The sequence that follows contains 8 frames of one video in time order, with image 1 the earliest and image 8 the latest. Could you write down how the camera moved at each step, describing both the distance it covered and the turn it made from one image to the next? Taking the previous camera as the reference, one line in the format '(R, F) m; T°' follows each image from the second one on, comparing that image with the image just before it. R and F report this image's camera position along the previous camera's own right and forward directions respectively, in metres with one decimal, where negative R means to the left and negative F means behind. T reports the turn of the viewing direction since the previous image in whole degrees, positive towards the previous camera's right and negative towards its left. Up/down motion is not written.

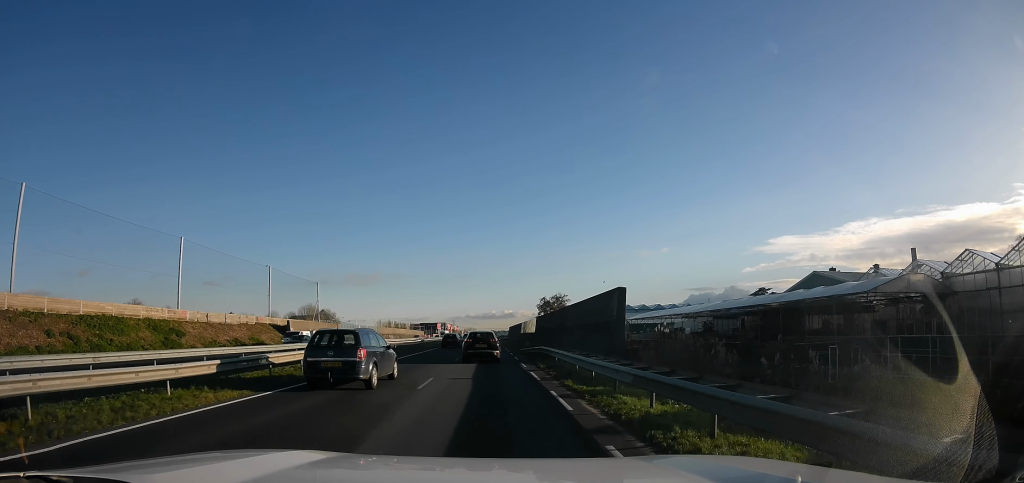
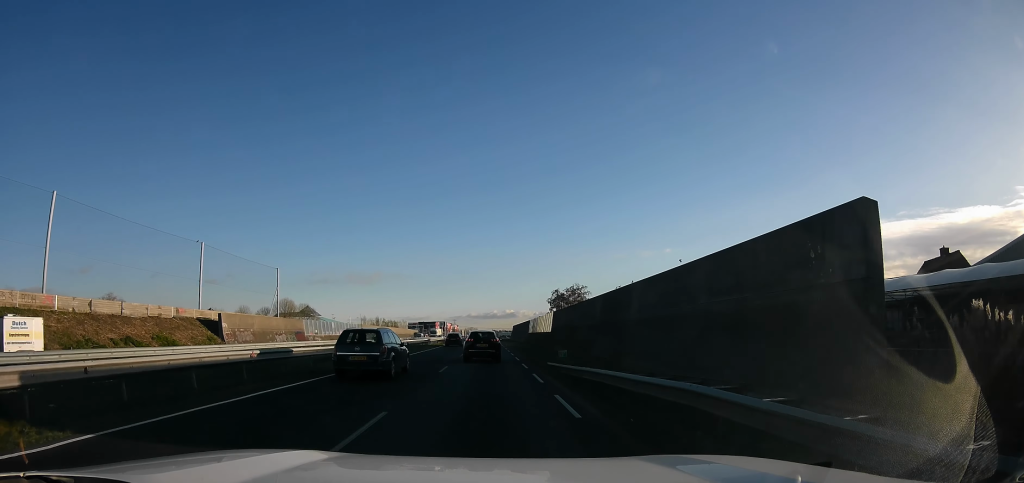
(-0.1, +18.7) m; -1°
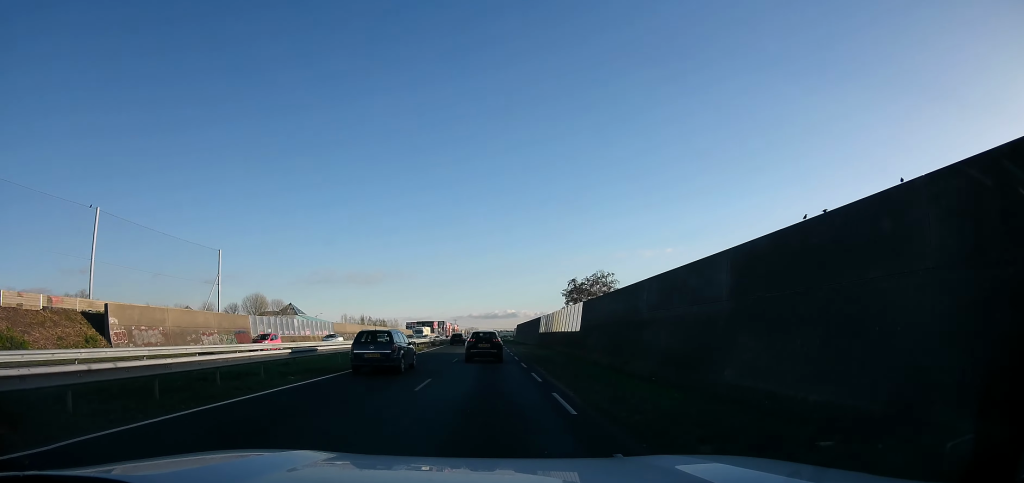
(-0.2, +17.6) m; 0°
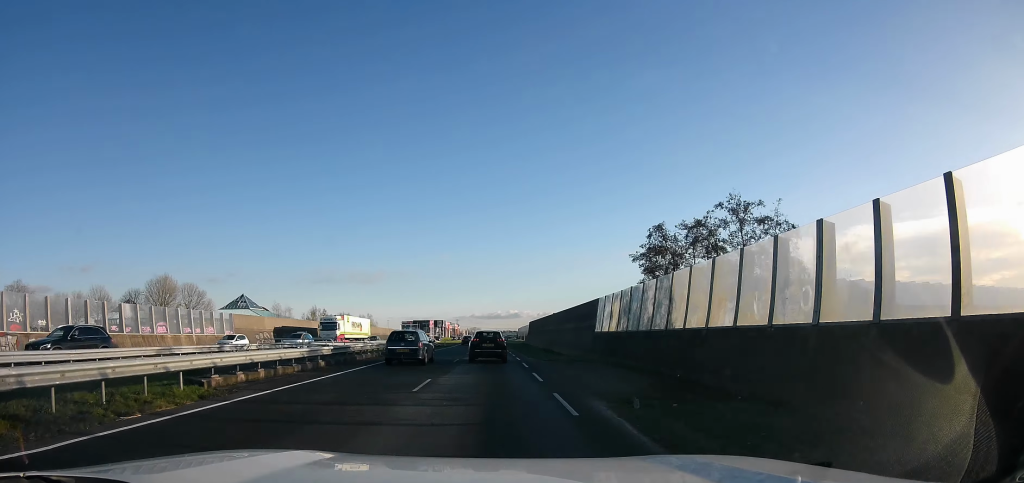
(+0.7, +36.3) m; +1°
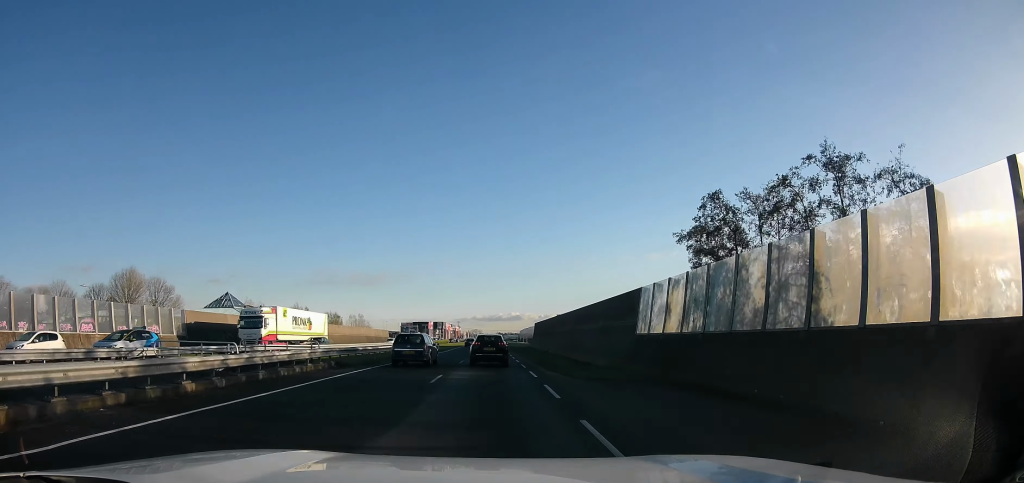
(-0.3, +9.4) m; 0°
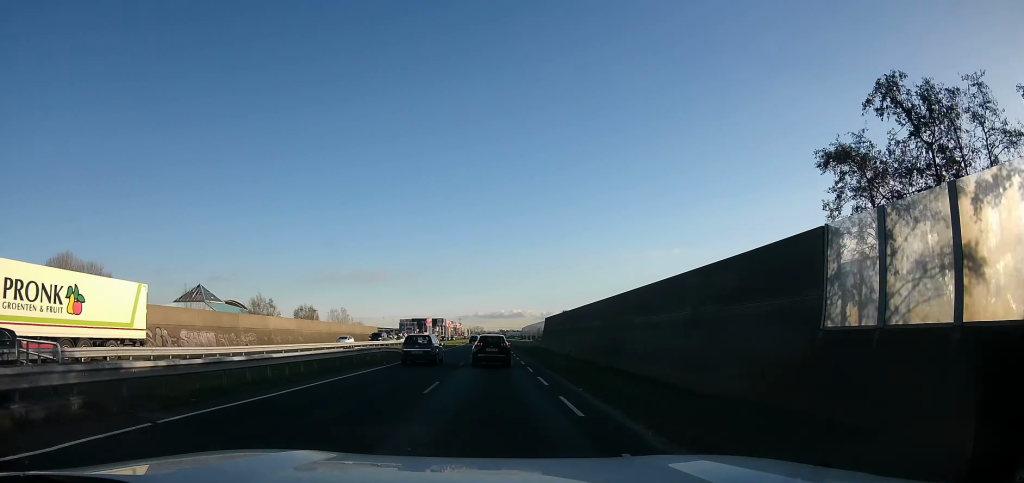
(+0.3, +14.3) m; 0°
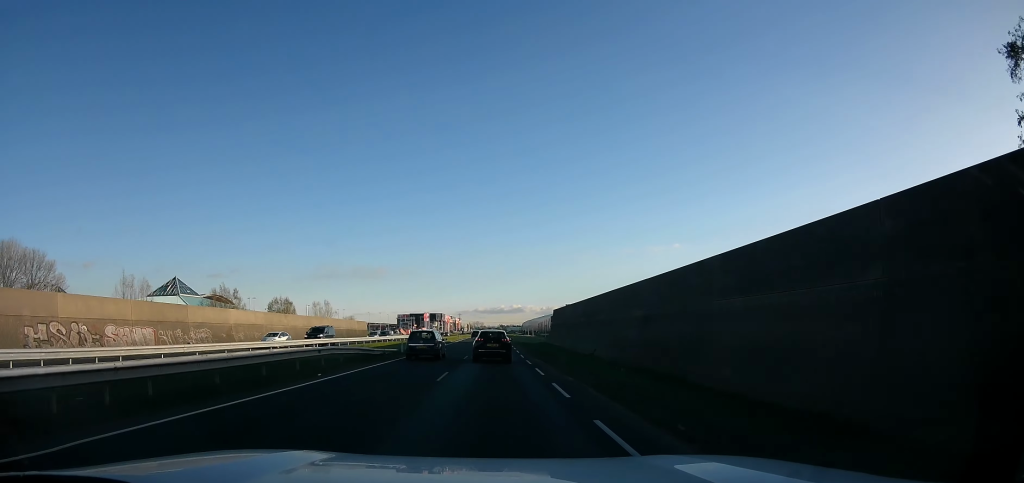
(+0.1, +9.9) m; 0°
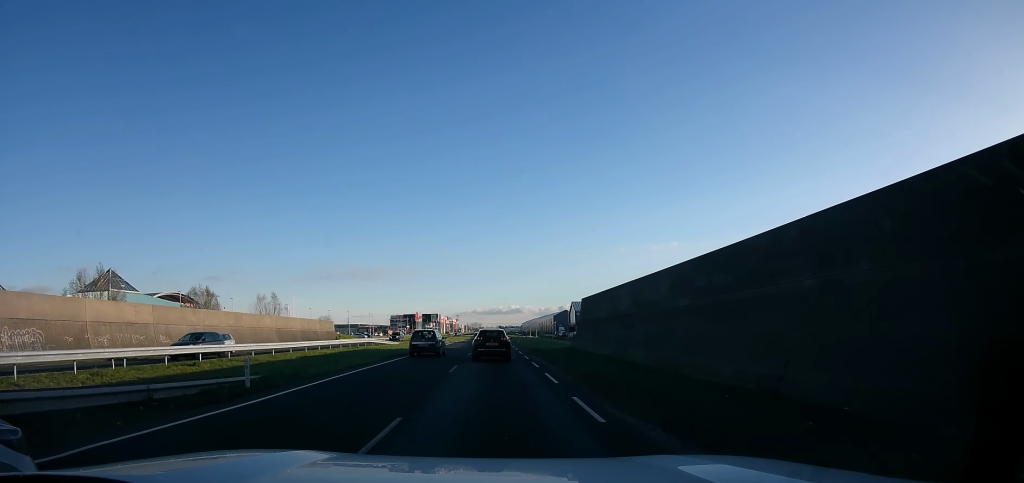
(-0.5, +21.1) m; -1°
